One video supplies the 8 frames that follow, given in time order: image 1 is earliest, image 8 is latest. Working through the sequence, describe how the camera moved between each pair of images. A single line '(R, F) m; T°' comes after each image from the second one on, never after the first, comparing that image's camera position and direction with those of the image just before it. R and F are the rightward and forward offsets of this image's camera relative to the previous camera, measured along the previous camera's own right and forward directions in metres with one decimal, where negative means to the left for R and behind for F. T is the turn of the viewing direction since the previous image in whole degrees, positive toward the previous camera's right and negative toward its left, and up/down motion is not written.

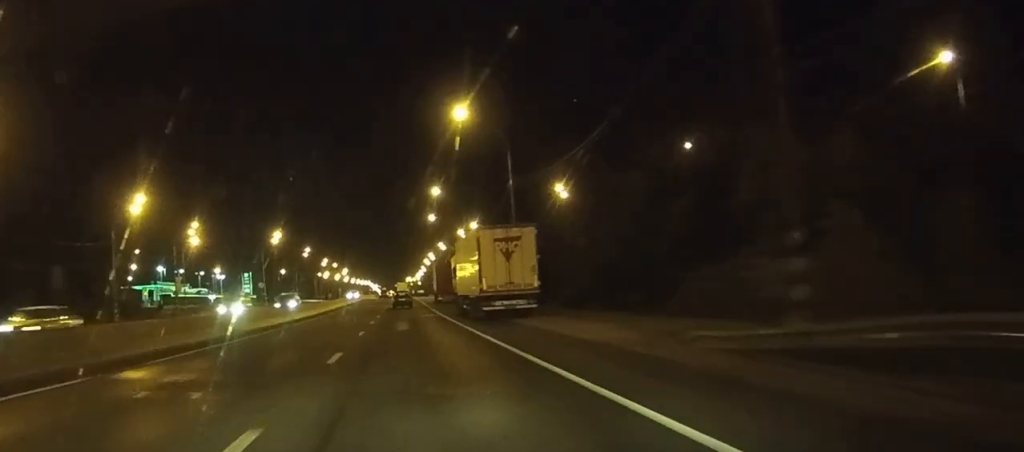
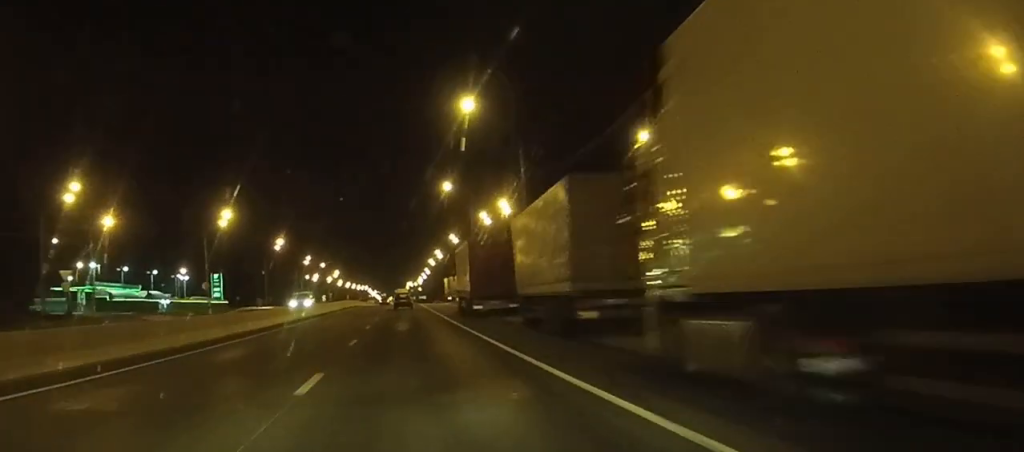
(+0.1, +41.3) m; 0°
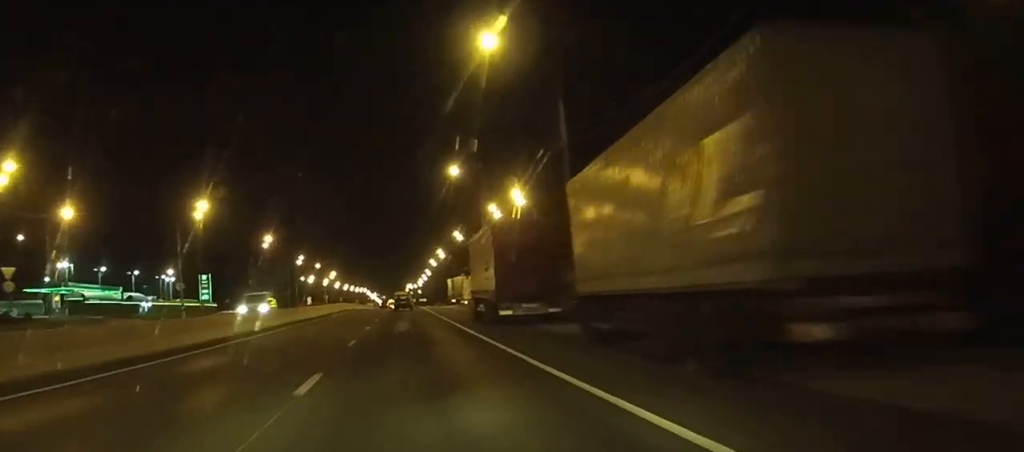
(0.0, +12.0) m; 0°
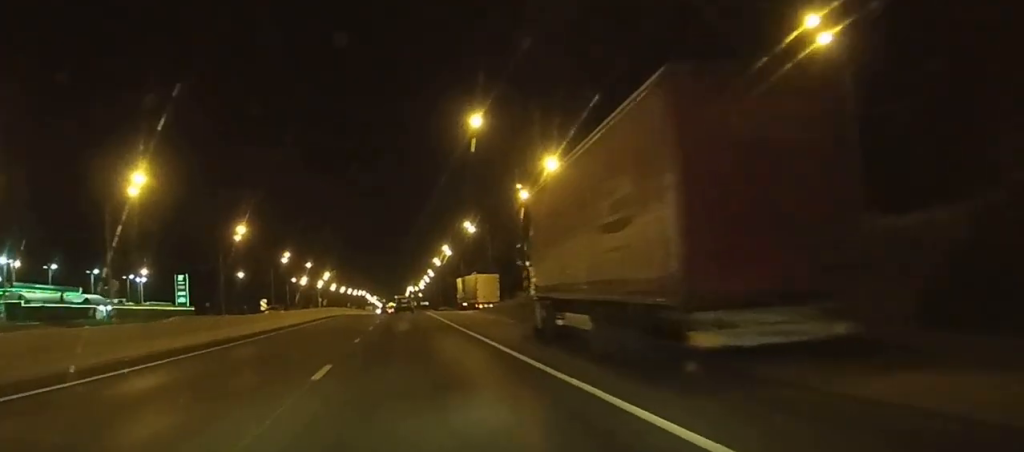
(0.0, +21.7) m; 0°
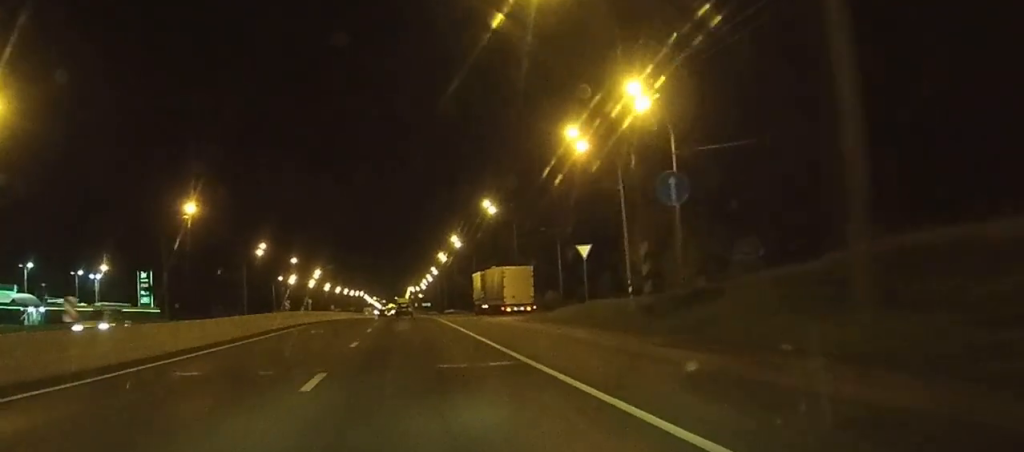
(0.0, +24.6) m; 0°
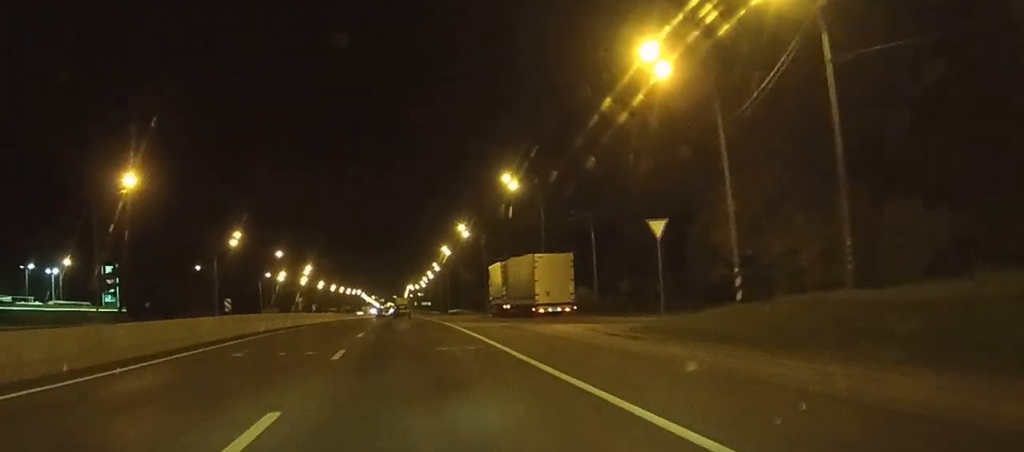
(0.0, +17.7) m; 0°
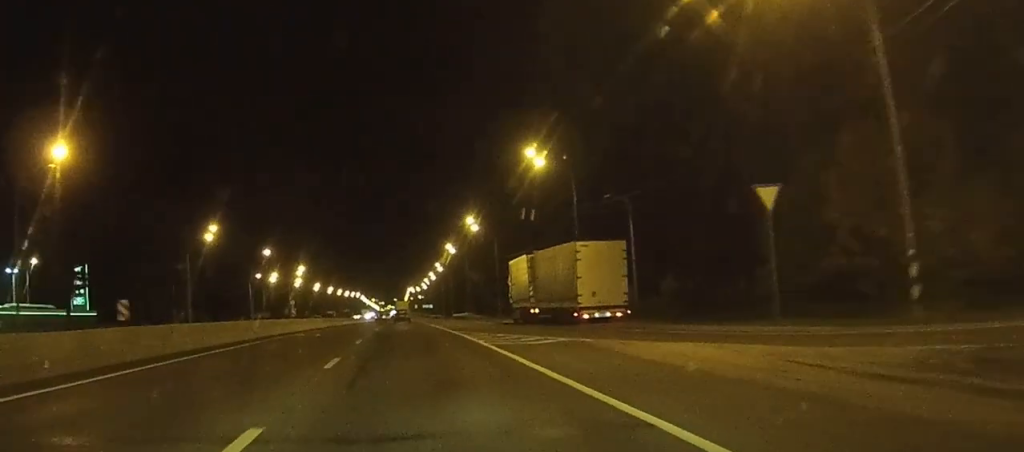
(0.0, +13.2) m; 0°
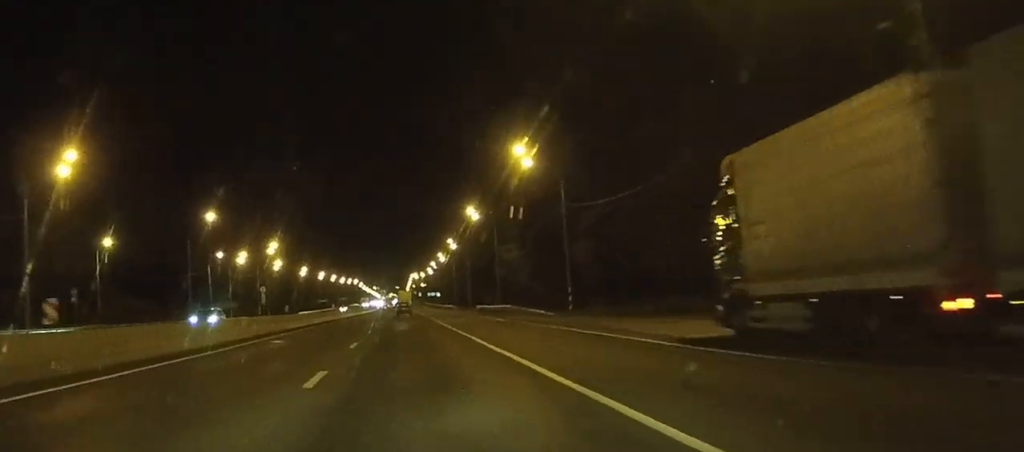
(-0.2, +39.2) m; -1°
